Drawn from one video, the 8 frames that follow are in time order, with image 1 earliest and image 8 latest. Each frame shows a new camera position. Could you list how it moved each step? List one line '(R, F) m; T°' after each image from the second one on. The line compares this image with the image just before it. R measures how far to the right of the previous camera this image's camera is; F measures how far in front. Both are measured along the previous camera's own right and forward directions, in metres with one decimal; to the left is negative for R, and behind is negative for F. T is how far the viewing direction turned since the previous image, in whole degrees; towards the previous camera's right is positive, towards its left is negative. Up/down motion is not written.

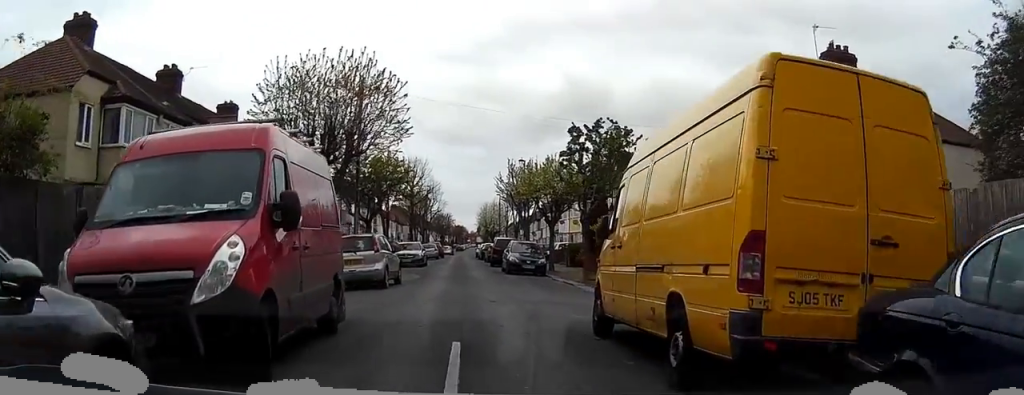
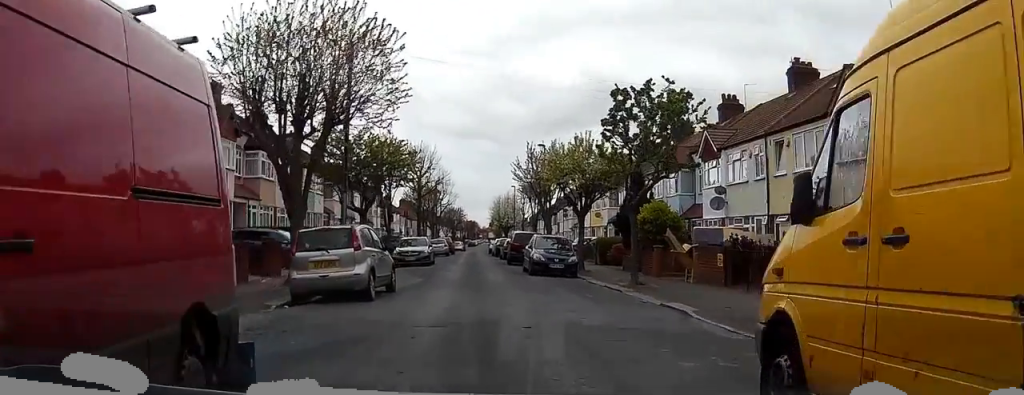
(+0.2, +6.0) m; +1°
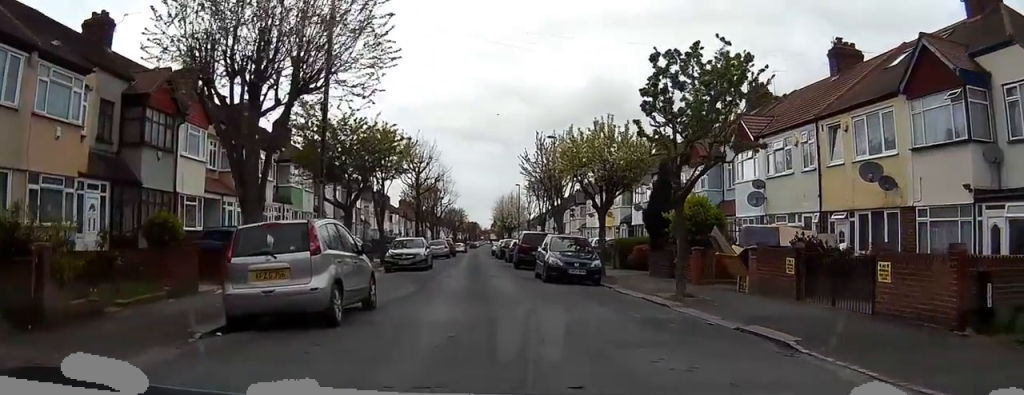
(0.0, +4.4) m; -1°
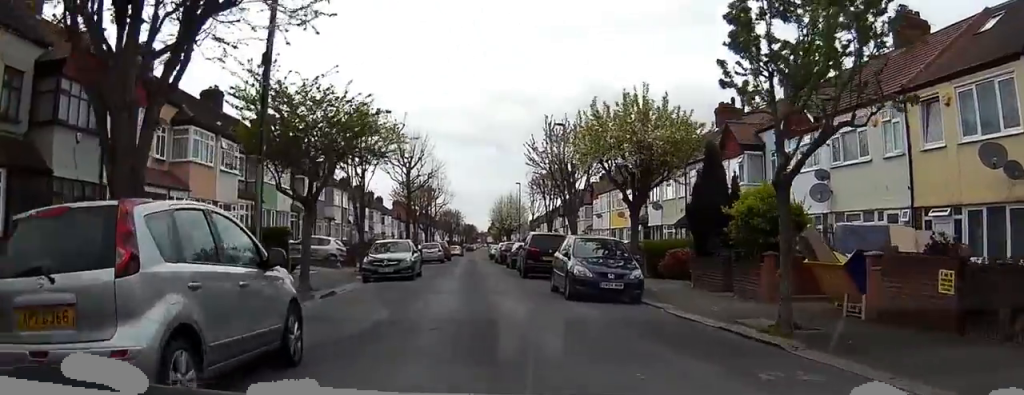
(-0.1, +6.0) m; -1°
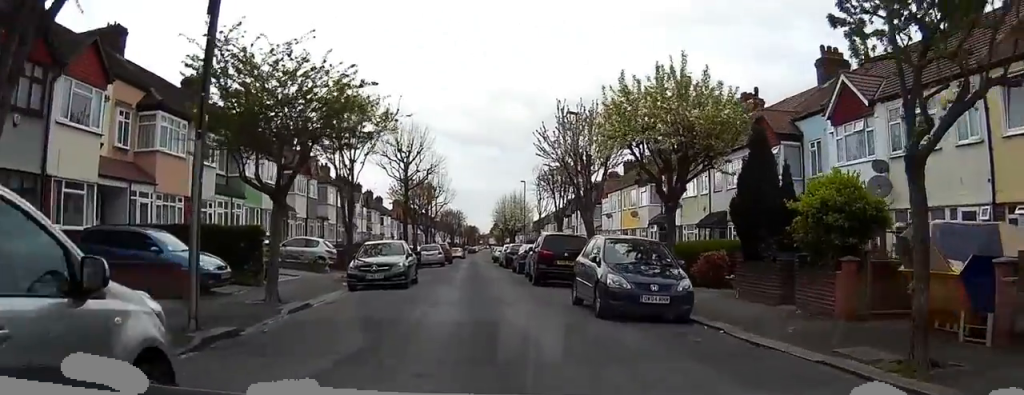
(0.0, +3.7) m; -1°
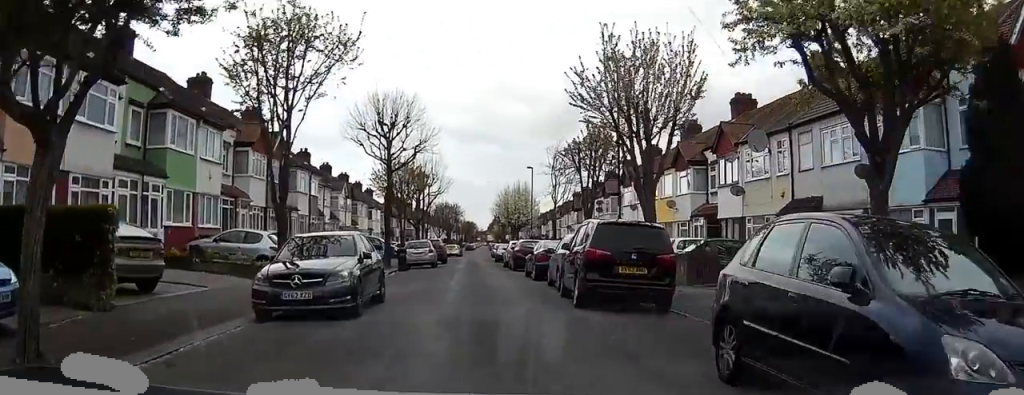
(-0.3, +9.8) m; -1°
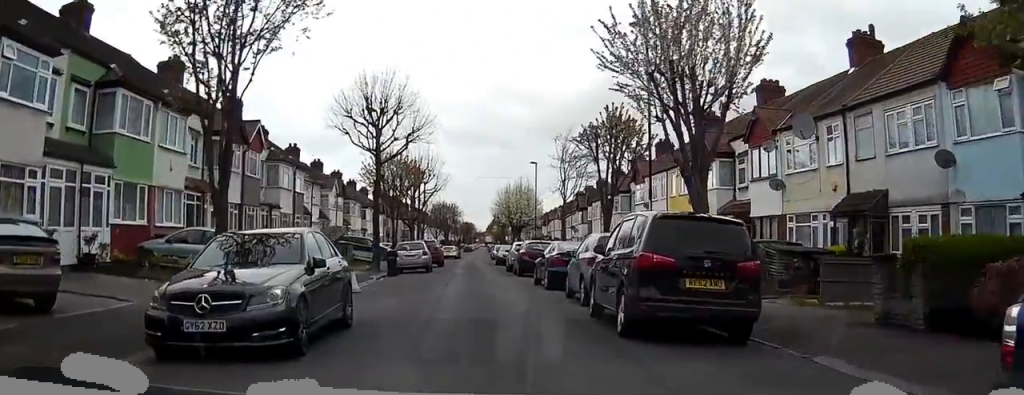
(+0.1, +4.3) m; 0°
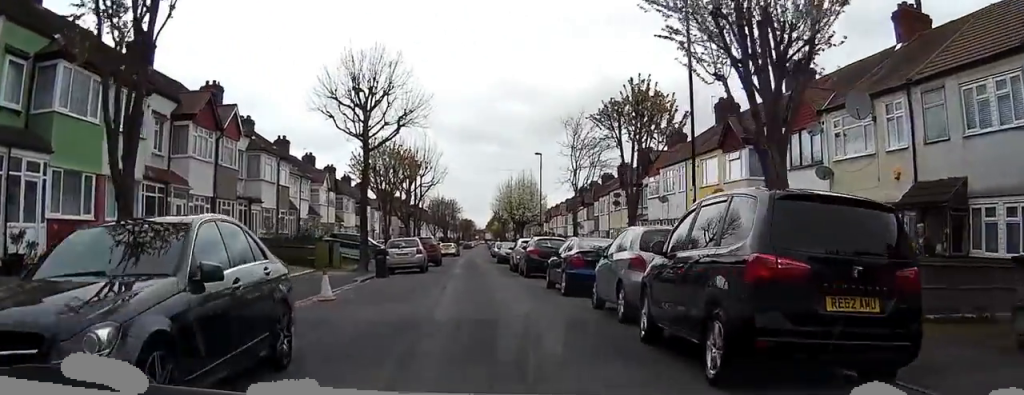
(0.0, +3.9) m; 0°
